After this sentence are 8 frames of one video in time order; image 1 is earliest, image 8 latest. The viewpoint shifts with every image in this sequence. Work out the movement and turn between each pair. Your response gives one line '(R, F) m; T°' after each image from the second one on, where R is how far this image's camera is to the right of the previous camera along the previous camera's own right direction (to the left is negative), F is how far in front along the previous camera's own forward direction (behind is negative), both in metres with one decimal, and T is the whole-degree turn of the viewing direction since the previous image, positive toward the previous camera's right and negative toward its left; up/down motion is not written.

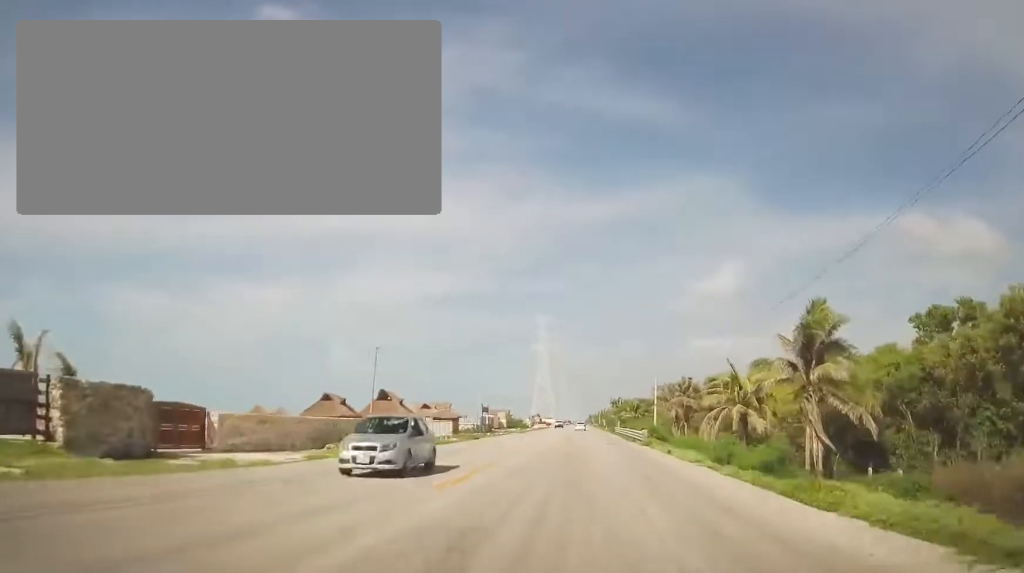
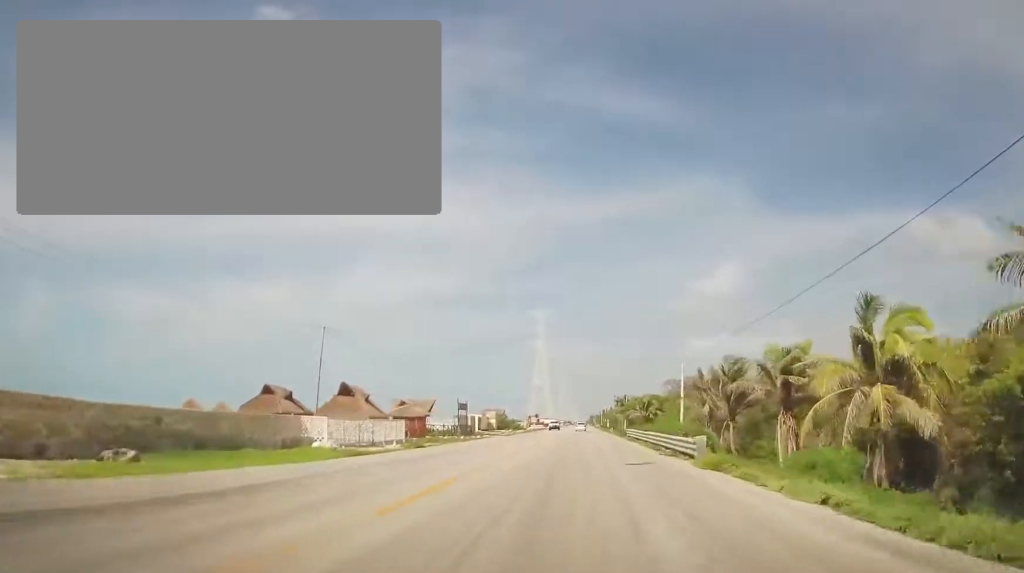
(+0.2, +17.4) m; 0°
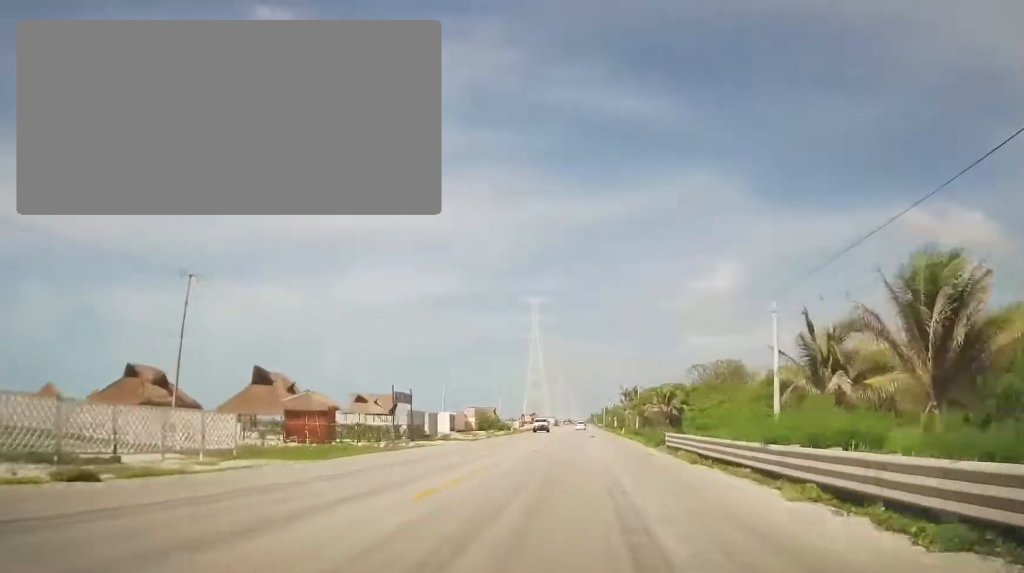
(-0.2, +24.1) m; -1°
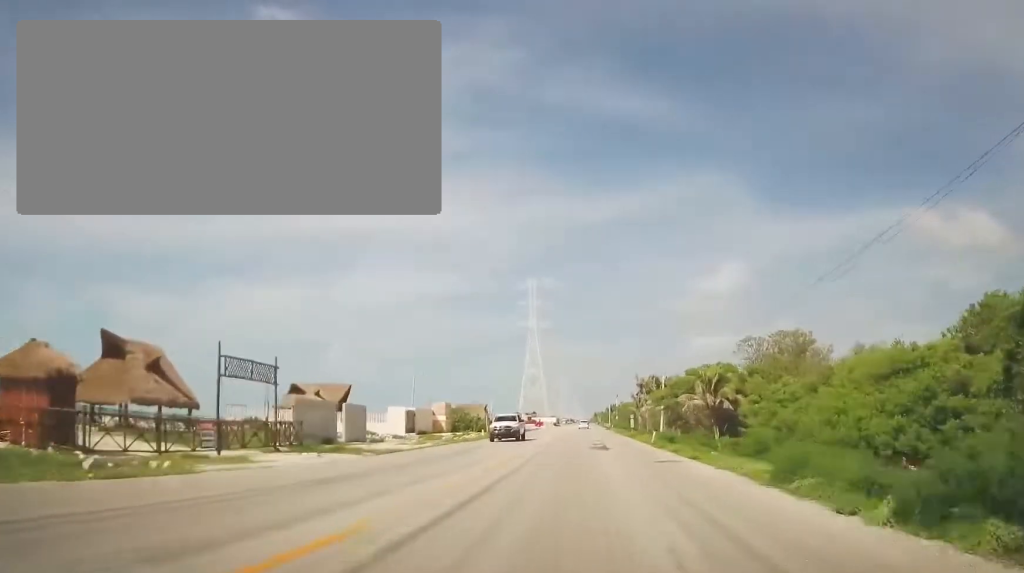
(-0.2, +23.6) m; 0°
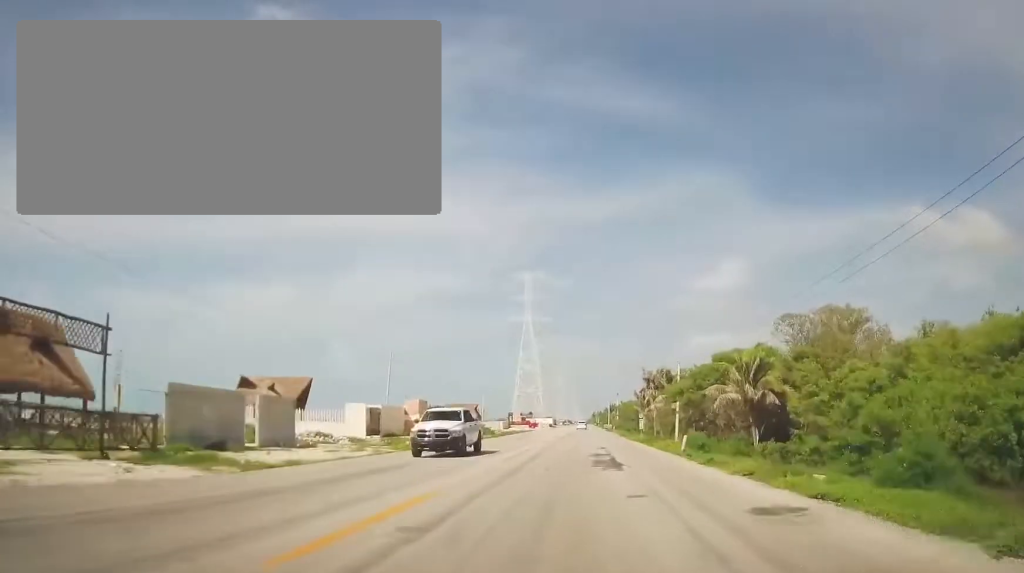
(+0.3, +11.4) m; 0°
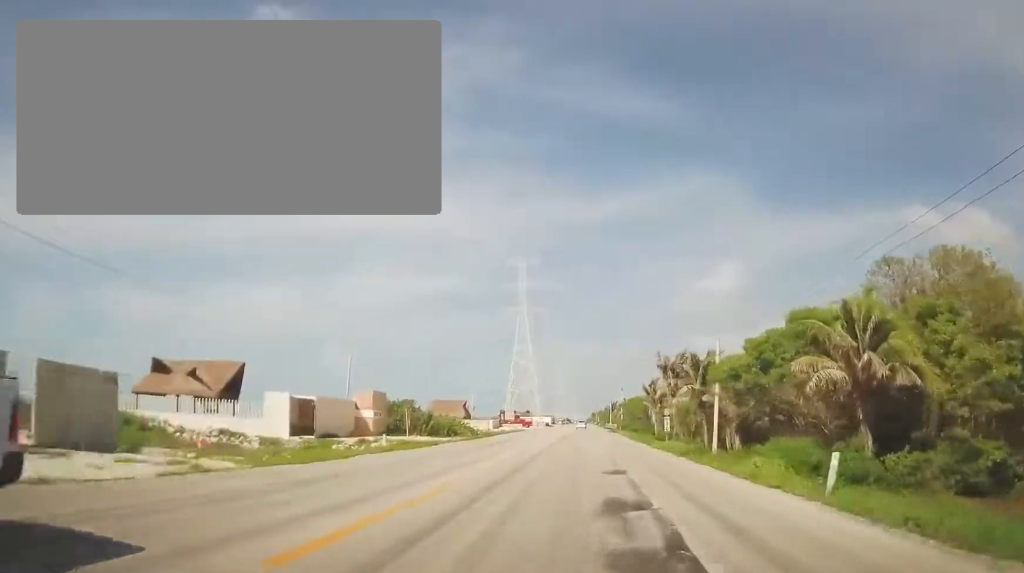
(-0.1, +14.7) m; 0°
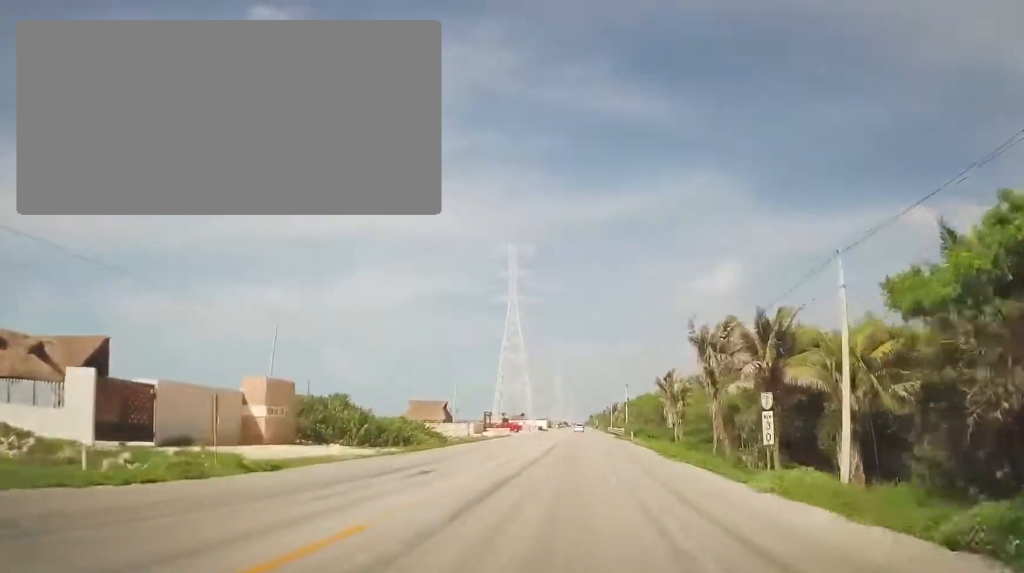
(-0.5, +18.0) m; 0°
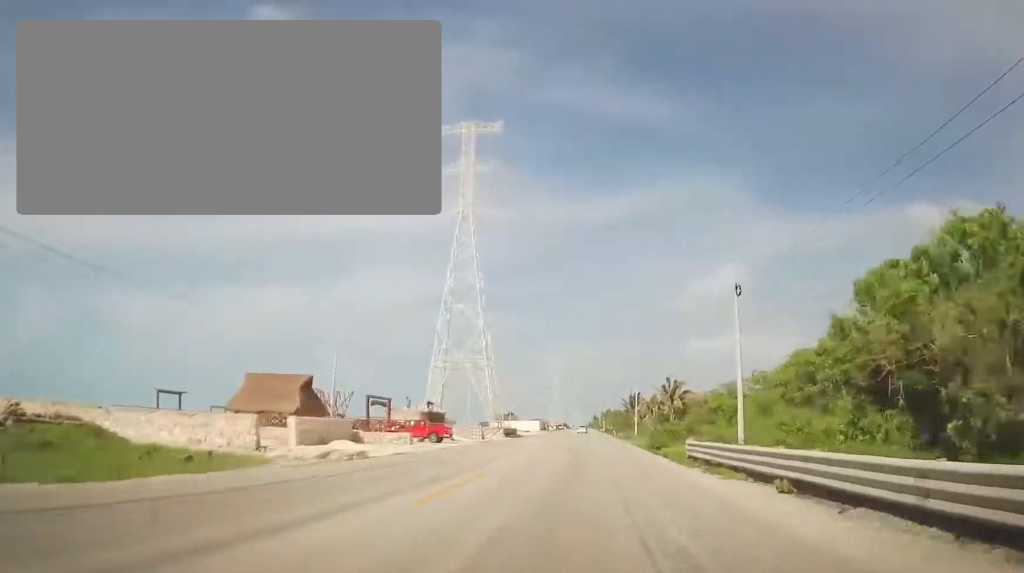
(+1.0, +65.6) m; -1°
